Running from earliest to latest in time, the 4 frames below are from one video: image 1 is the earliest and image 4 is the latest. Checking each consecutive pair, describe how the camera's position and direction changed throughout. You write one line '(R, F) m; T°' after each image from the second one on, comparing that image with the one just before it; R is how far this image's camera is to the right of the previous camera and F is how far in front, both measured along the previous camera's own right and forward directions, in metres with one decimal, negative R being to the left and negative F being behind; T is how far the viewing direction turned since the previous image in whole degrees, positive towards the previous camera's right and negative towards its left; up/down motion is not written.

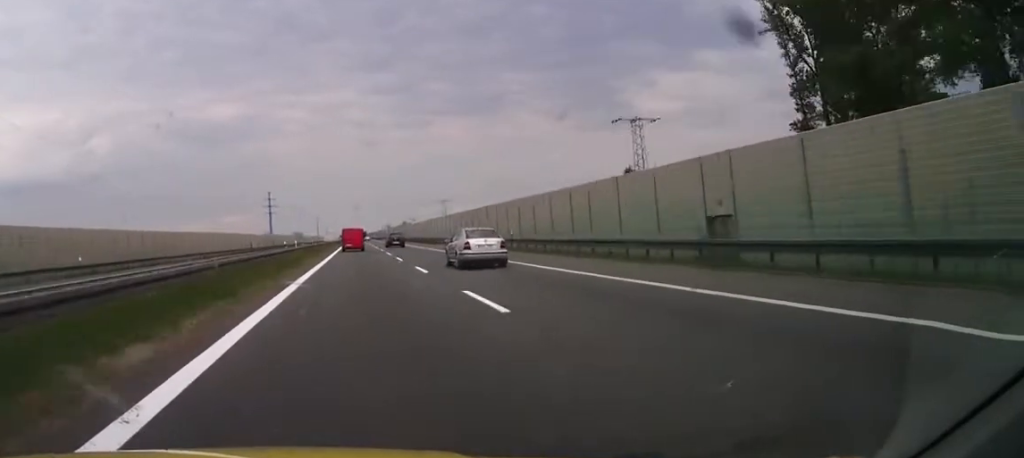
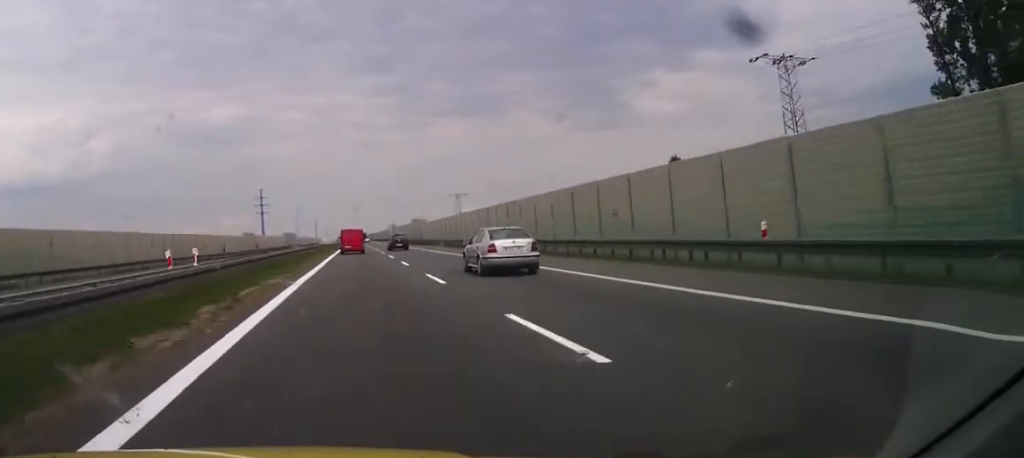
(+0.1, +29.9) m; -1°
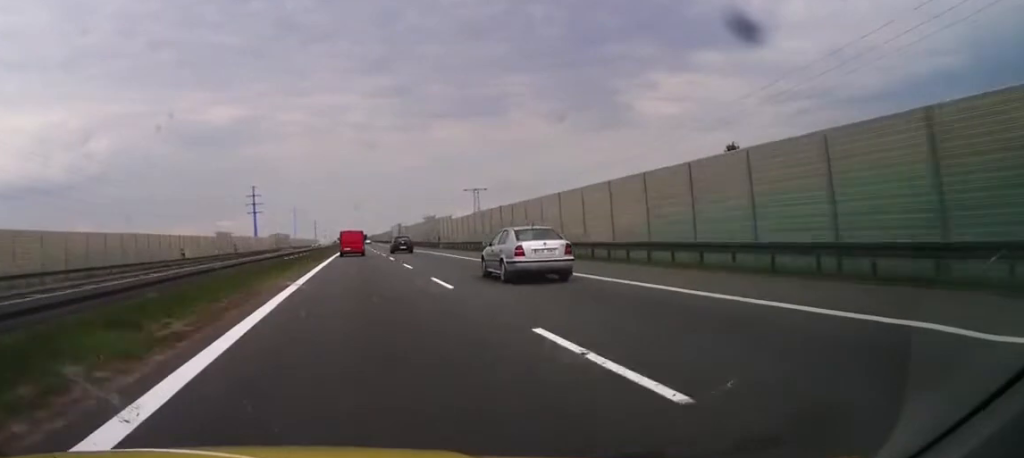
(-0.4, +26.8) m; 0°
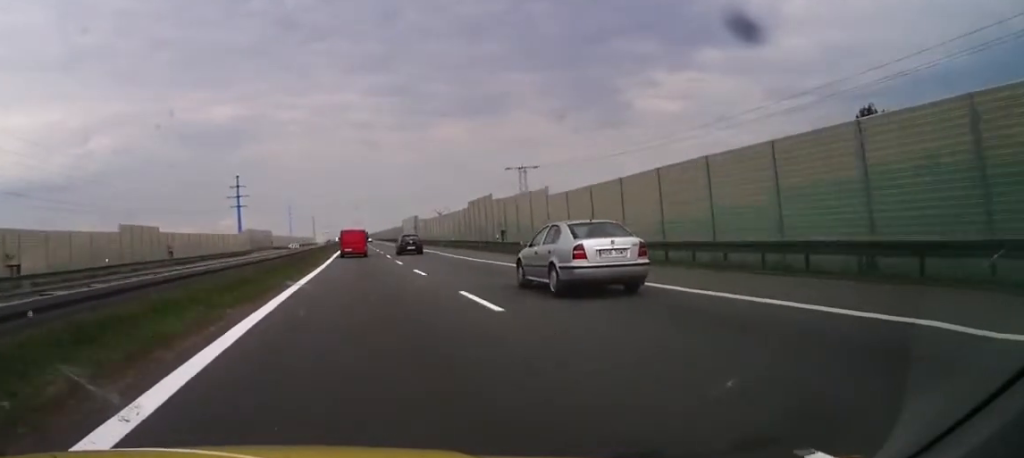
(+0.3, +43.0) m; +1°
